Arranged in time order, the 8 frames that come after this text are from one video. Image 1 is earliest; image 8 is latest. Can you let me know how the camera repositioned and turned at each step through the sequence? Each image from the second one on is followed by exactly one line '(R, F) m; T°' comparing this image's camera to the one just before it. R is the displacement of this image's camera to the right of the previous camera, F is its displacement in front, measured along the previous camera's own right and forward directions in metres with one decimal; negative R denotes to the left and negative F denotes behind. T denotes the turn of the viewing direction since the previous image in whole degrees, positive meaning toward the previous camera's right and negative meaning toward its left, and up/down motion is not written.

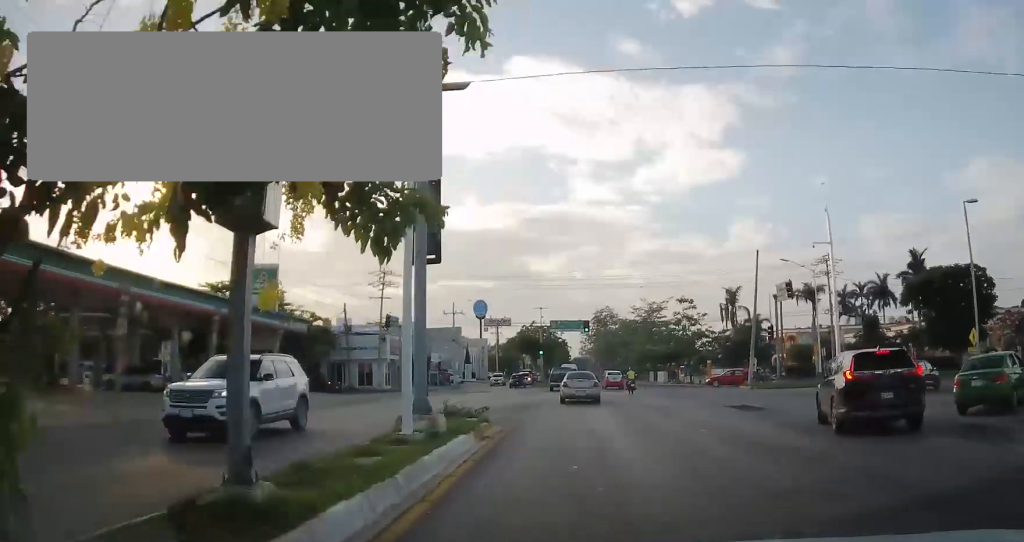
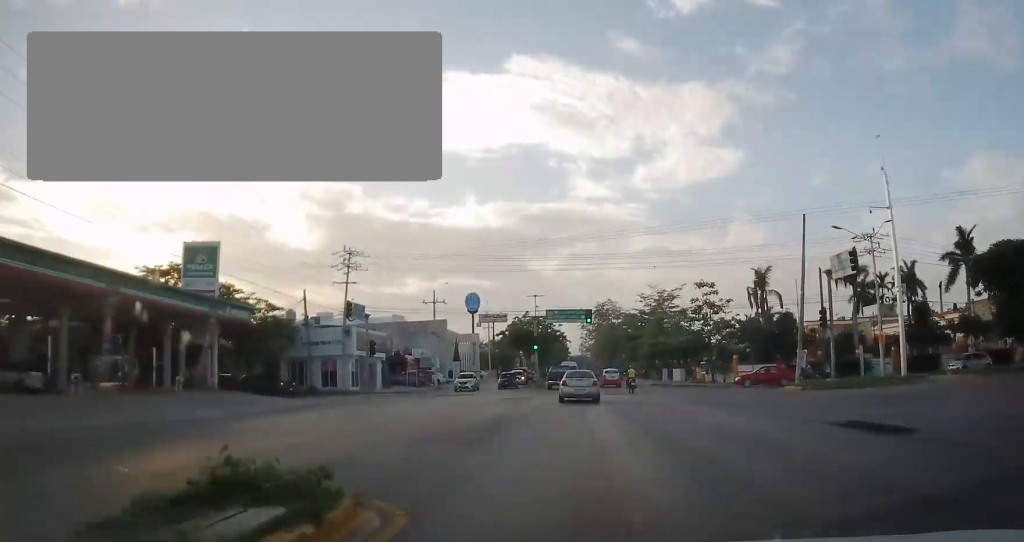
(+0.4, +8.8) m; +1°
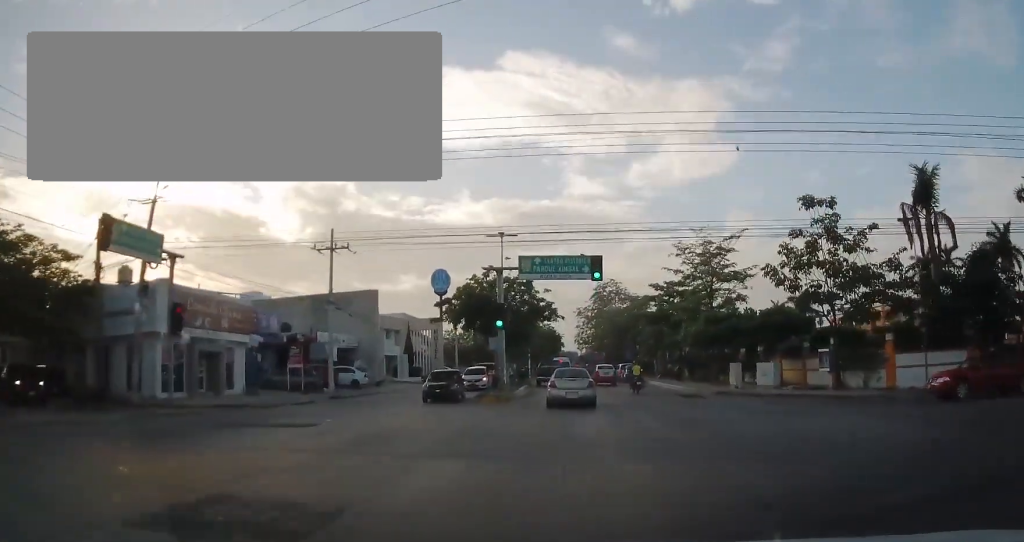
(-0.8, +25.7) m; +1°
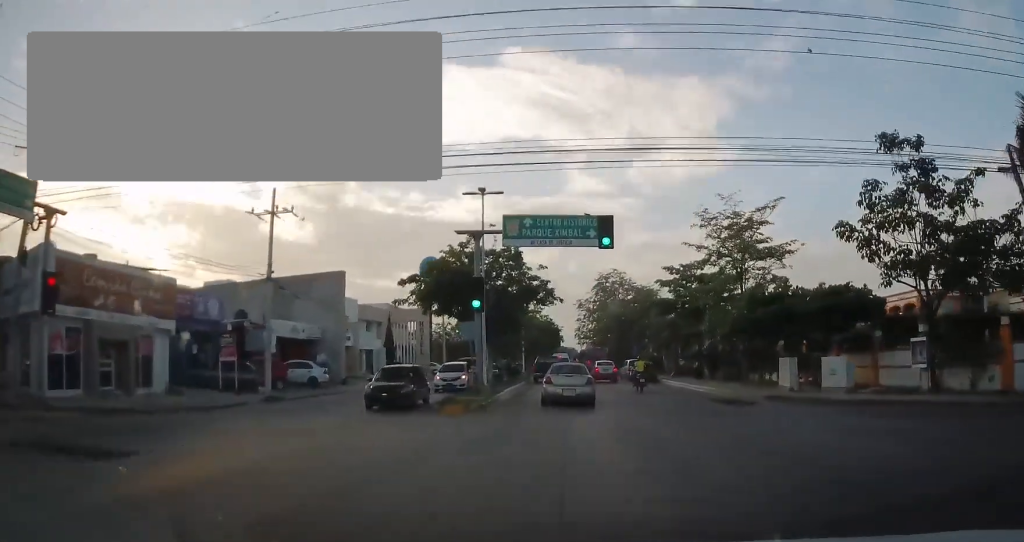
(+0.2, +8.1) m; +1°
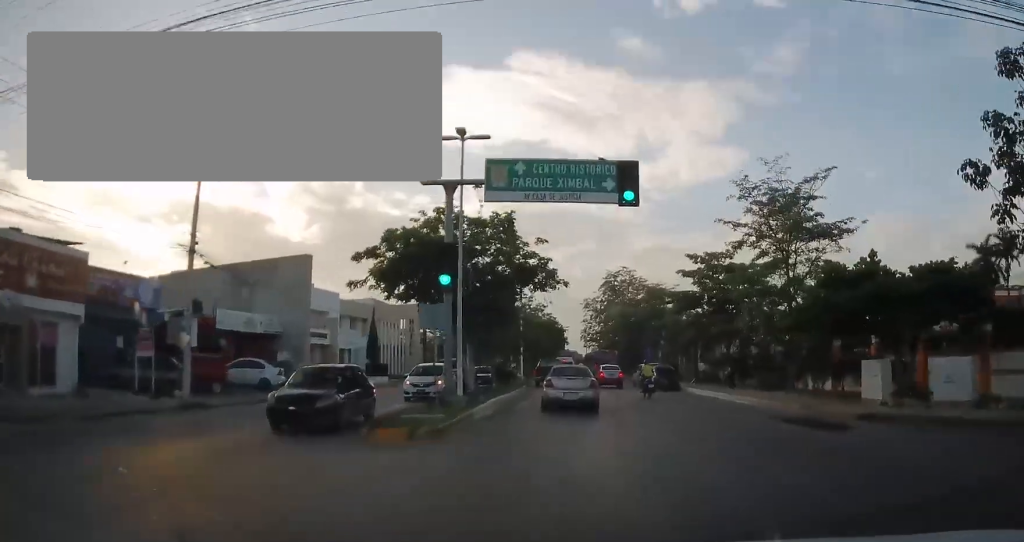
(0.0, +7.4) m; -1°
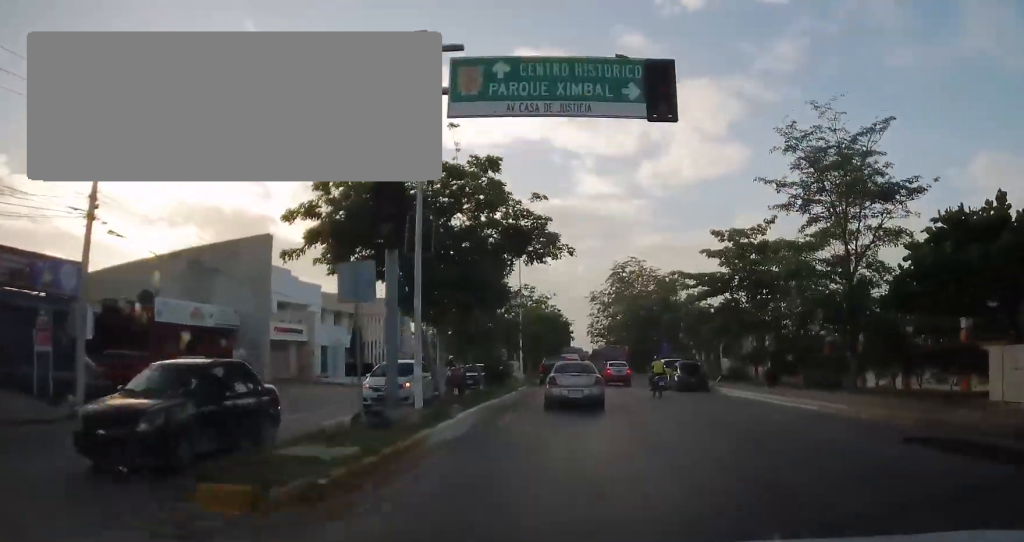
(-0.1, +6.4) m; -2°
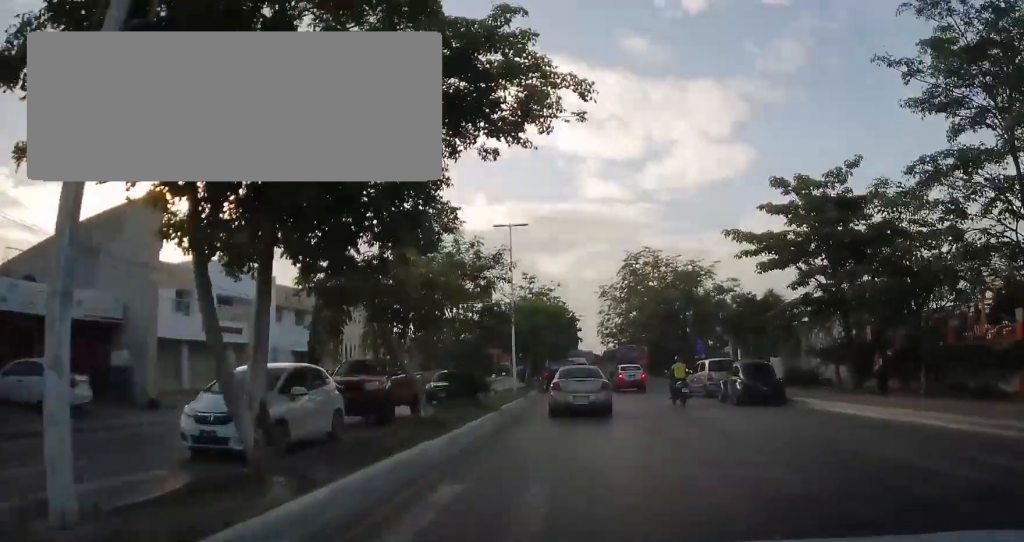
(-0.4, +10.9) m; -3°
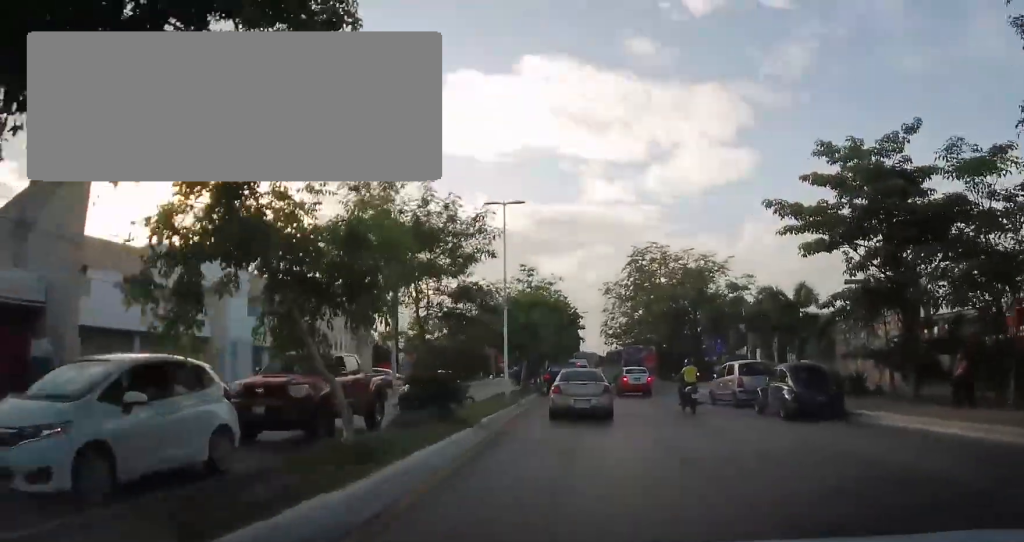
(-0.2, +4.9) m; 0°
